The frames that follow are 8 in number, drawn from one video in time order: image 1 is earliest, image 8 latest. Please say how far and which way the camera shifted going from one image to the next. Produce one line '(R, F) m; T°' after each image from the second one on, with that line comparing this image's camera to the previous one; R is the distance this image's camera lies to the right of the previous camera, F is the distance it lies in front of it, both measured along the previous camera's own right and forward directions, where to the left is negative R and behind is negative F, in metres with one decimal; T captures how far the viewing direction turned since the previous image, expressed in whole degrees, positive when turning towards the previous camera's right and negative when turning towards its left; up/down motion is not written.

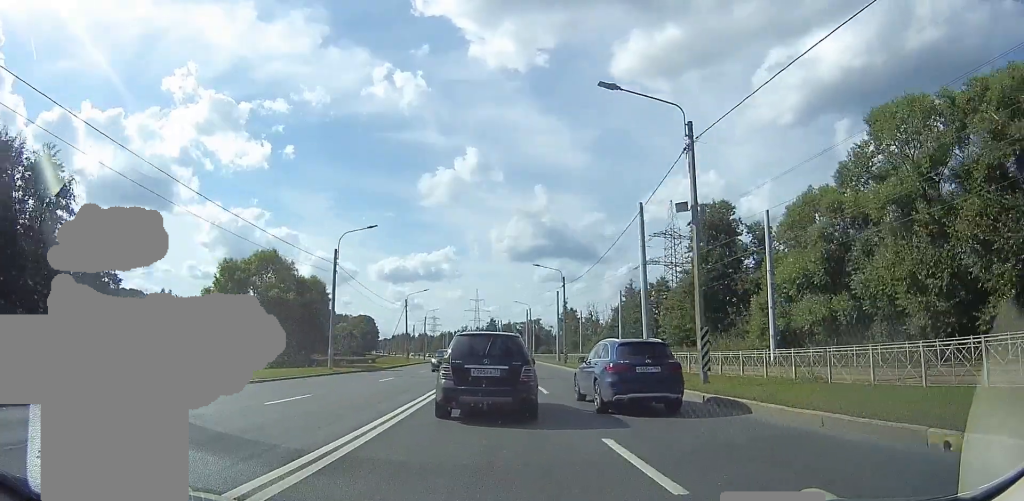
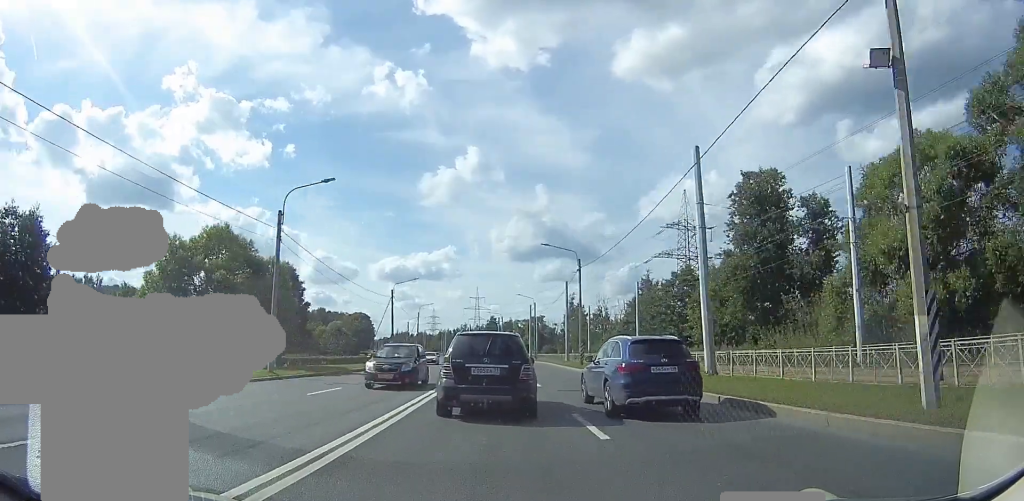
(0.0, +9.1) m; +1°
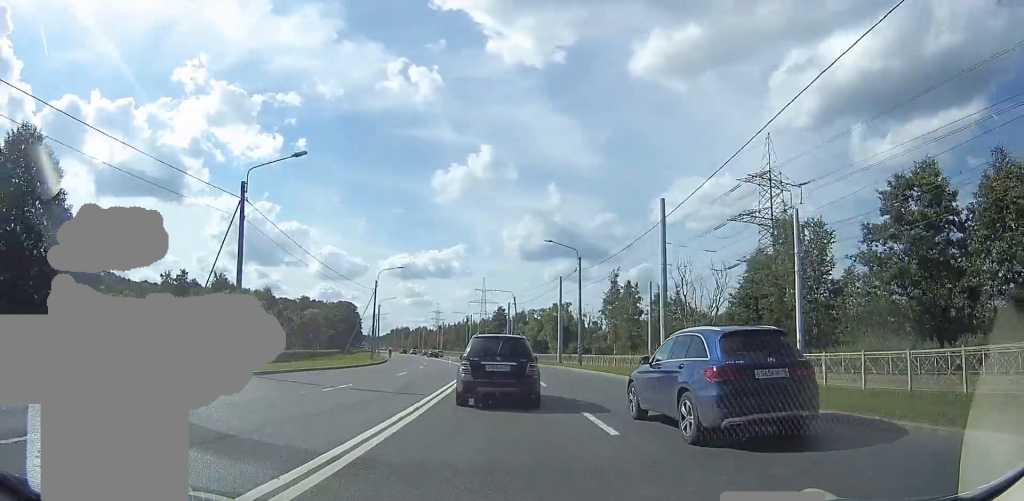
(+0.2, +36.0) m; -4°
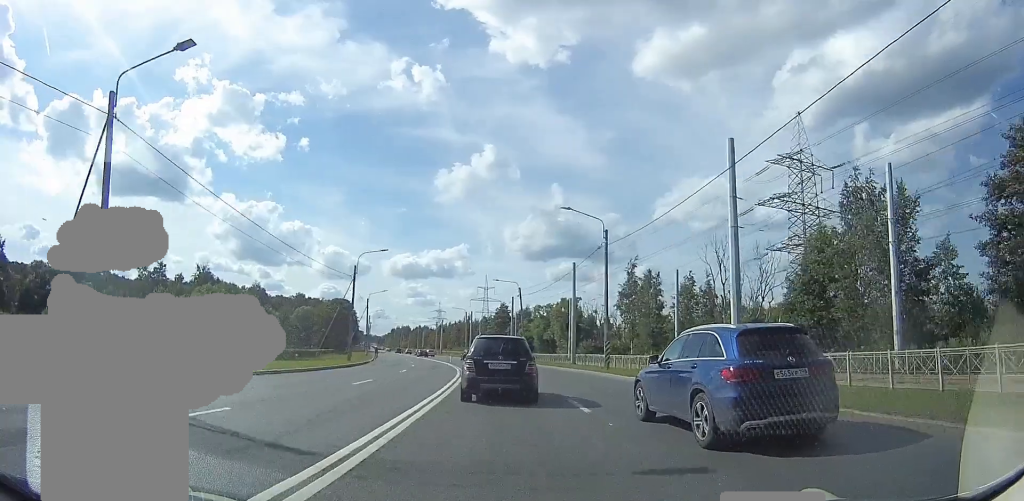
(-0.6, +9.0) m; -2°
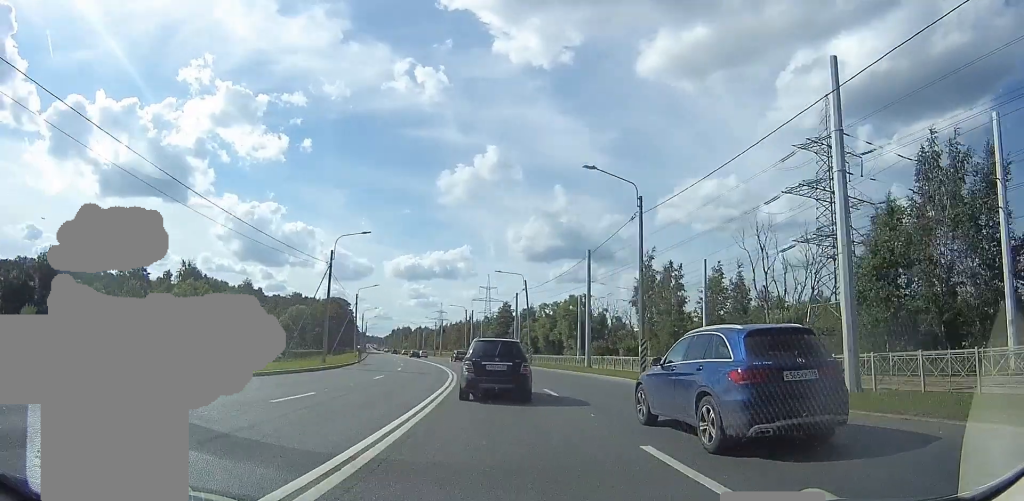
(-0.1, +7.2) m; -1°
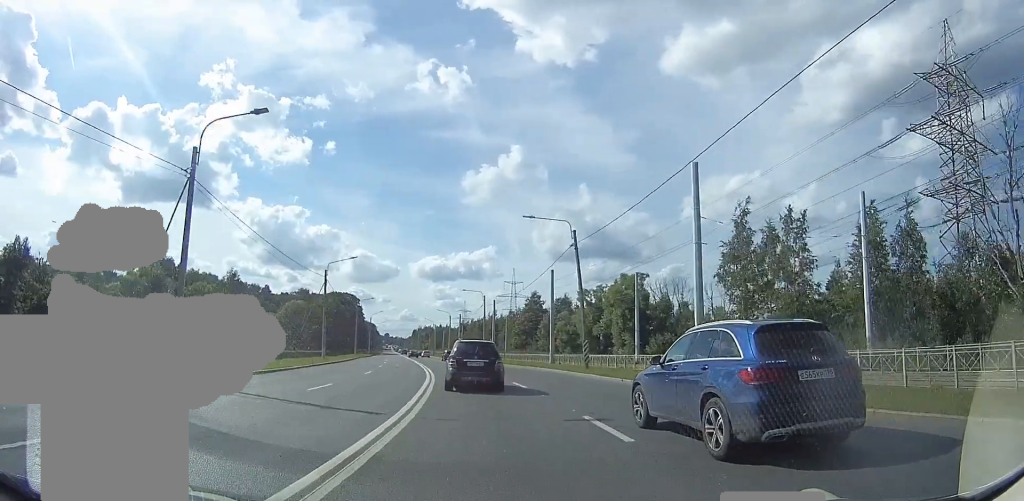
(+0.1, +20.6) m; 0°
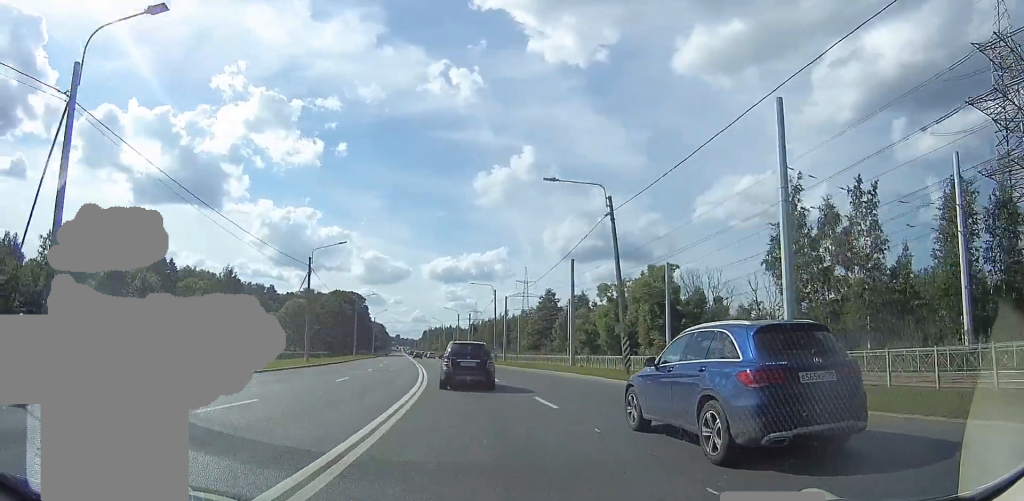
(0.0, +7.0) m; 0°
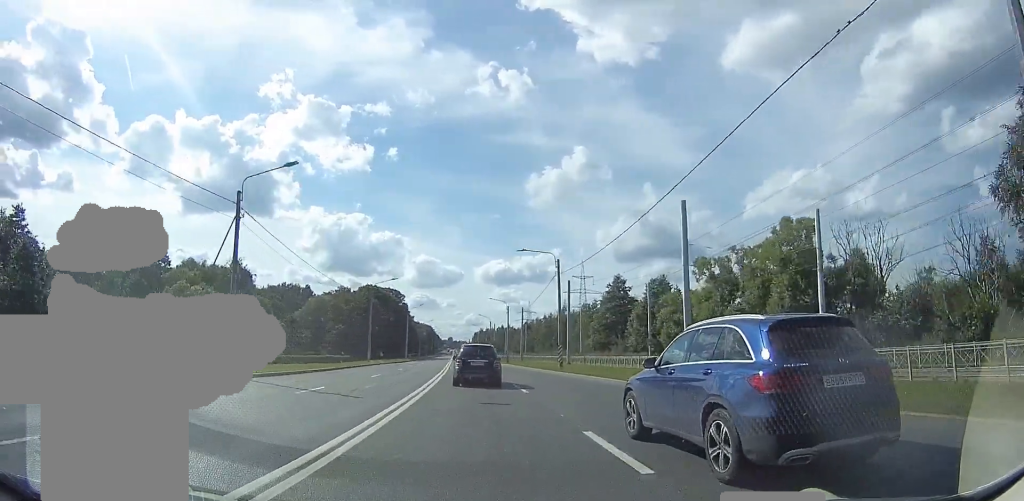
(0.0, +18.5) m; 0°
